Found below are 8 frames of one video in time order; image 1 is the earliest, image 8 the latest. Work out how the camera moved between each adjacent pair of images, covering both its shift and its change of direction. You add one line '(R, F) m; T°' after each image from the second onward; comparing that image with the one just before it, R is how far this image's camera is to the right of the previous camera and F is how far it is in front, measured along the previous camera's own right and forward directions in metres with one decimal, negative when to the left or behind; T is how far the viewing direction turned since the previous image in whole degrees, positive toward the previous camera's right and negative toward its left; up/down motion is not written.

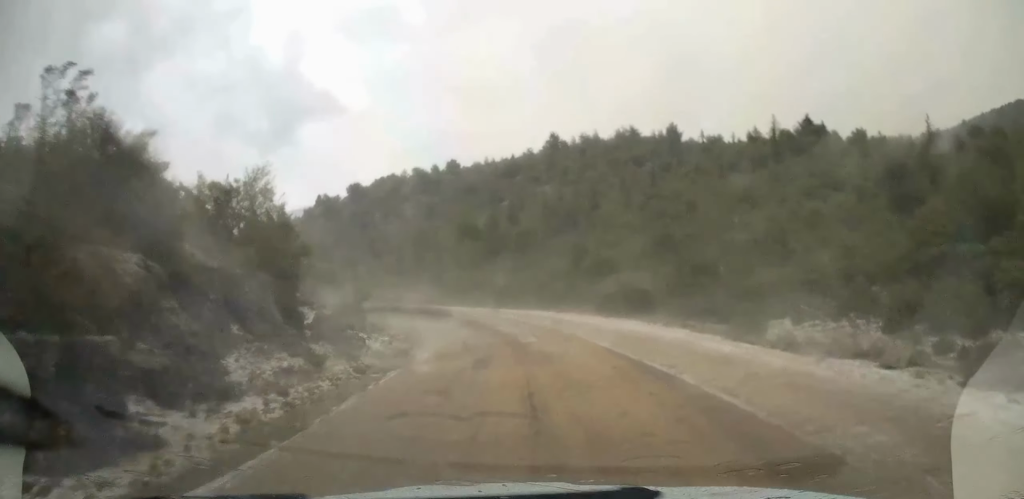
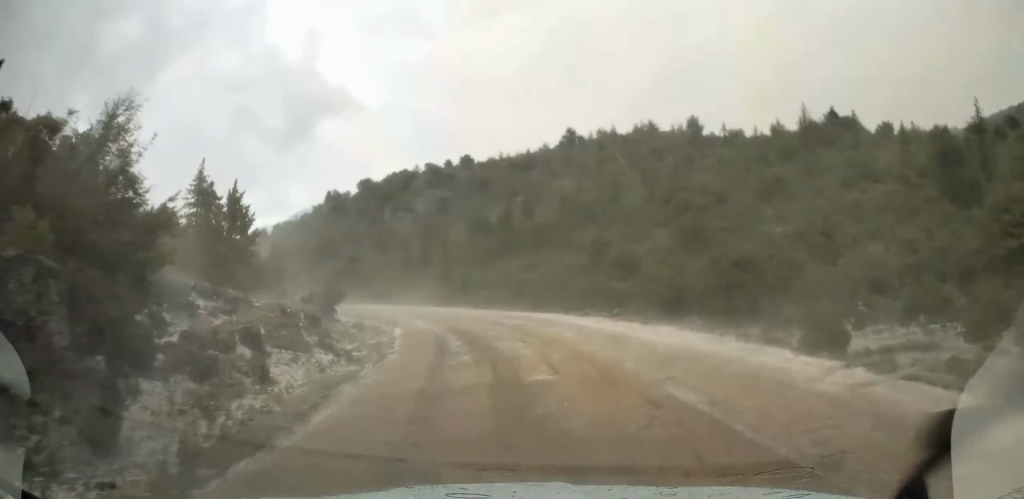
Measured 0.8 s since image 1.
(0.0, +7.9) m; -2°
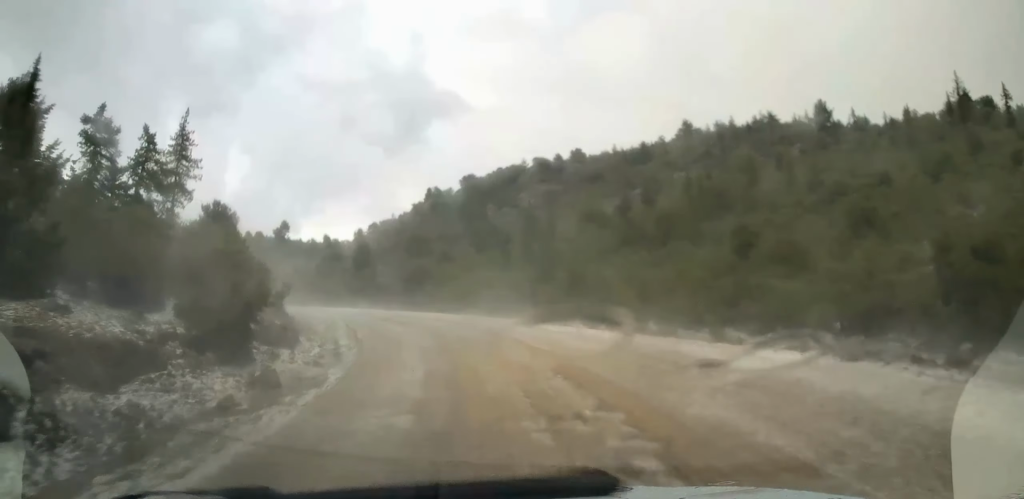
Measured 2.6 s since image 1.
(-1.8, +18.4) m; -14°
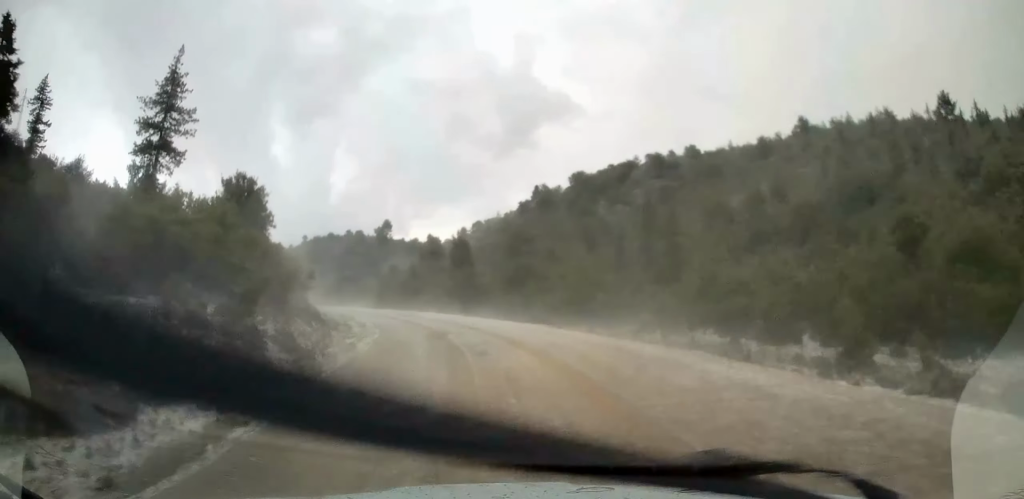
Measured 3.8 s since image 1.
(-1.1, +12.0) m; -9°
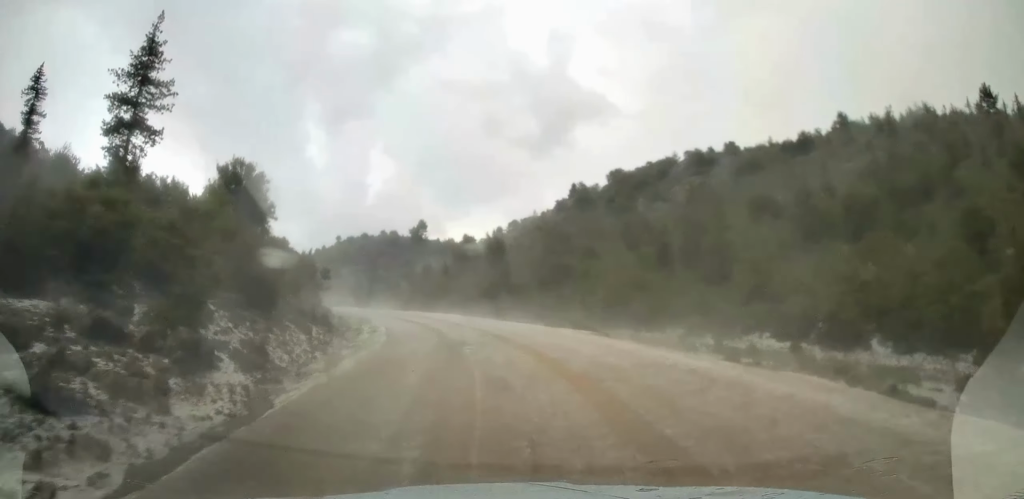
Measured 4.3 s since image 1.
(-0.2, +4.9) m; -3°
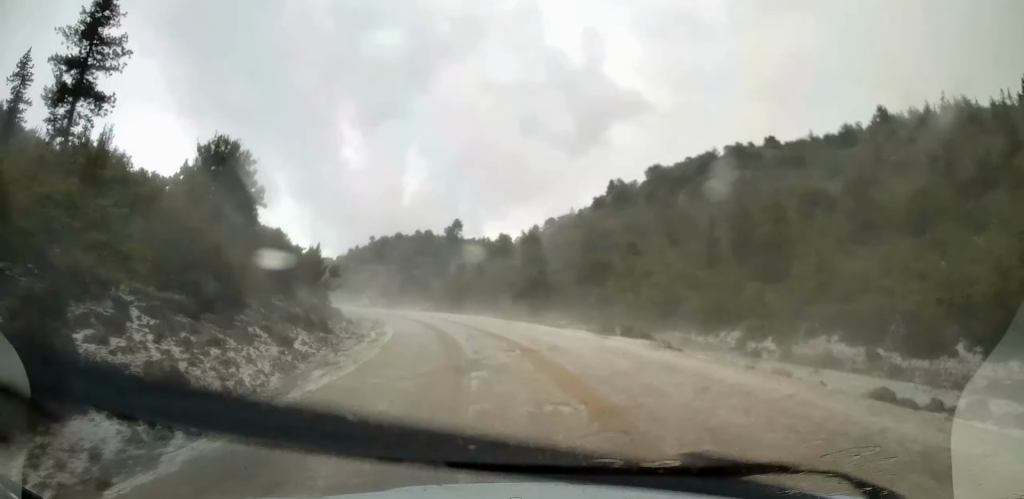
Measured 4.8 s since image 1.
(+0.1, +5.6) m; -4°
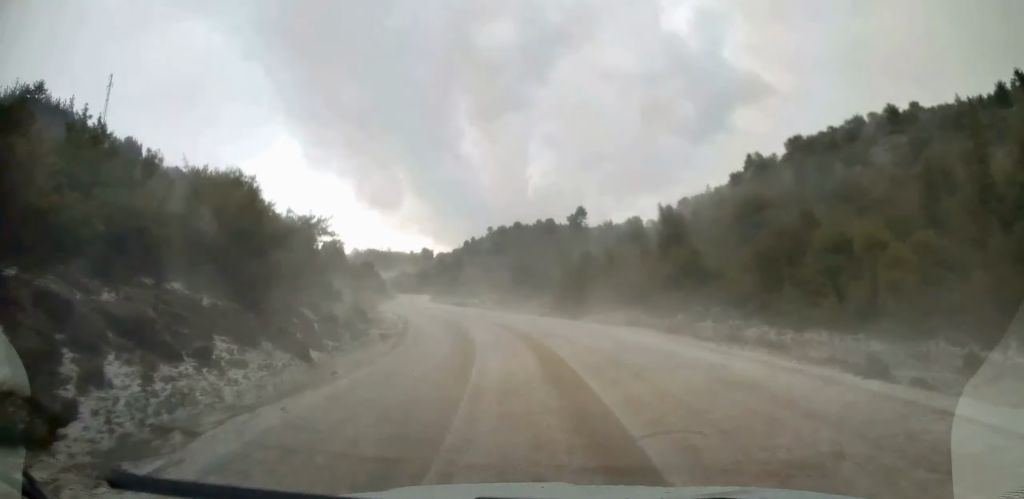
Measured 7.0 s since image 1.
(-2.8, +22.8) m; -12°
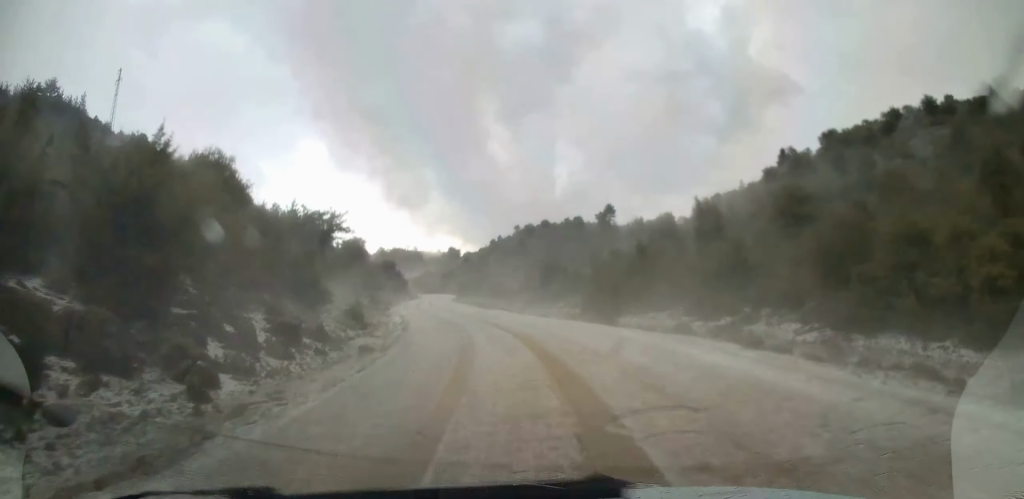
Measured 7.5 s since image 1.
(-0.2, +6.2) m; -3°
